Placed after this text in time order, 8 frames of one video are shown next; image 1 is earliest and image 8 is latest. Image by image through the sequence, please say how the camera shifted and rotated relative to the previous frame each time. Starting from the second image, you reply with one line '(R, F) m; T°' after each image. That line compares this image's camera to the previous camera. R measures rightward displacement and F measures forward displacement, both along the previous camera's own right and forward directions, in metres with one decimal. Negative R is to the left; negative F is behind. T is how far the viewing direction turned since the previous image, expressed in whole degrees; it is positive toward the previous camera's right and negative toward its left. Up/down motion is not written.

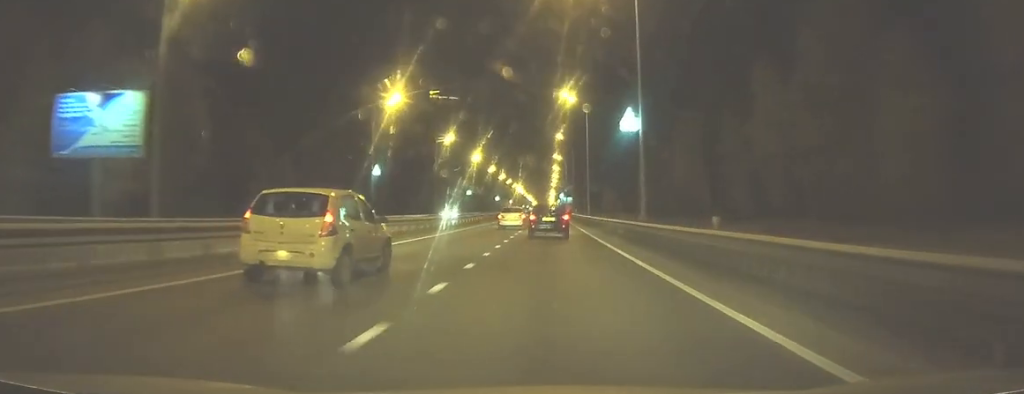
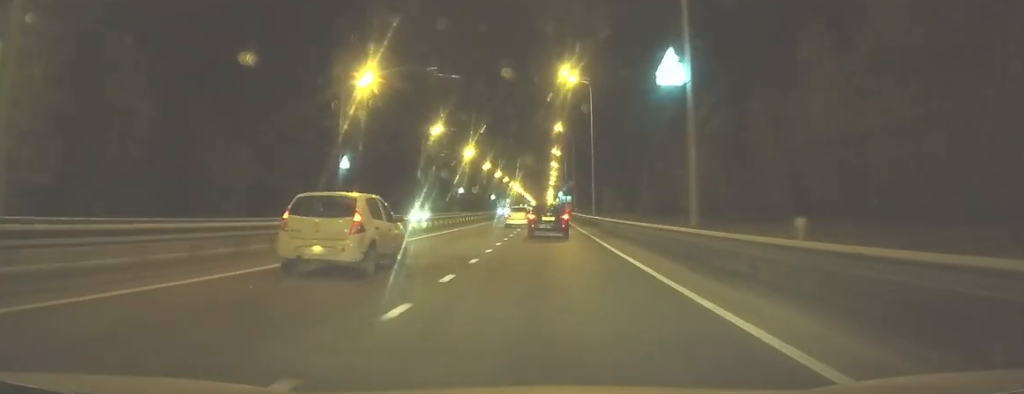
(0.0, +10.3) m; 0°
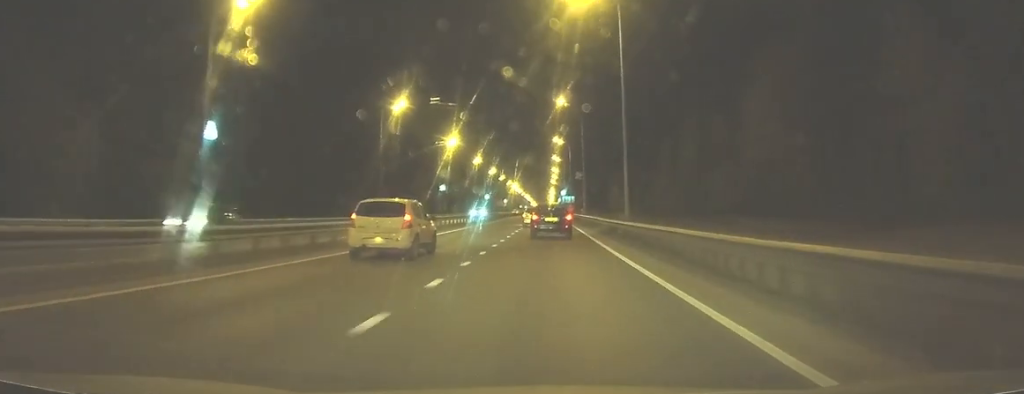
(0.0, +24.8) m; 0°
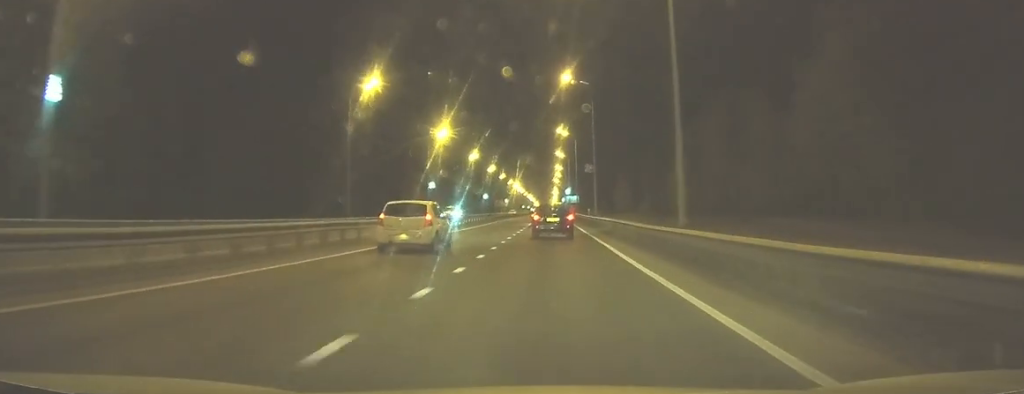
(0.0, +13.3) m; 0°
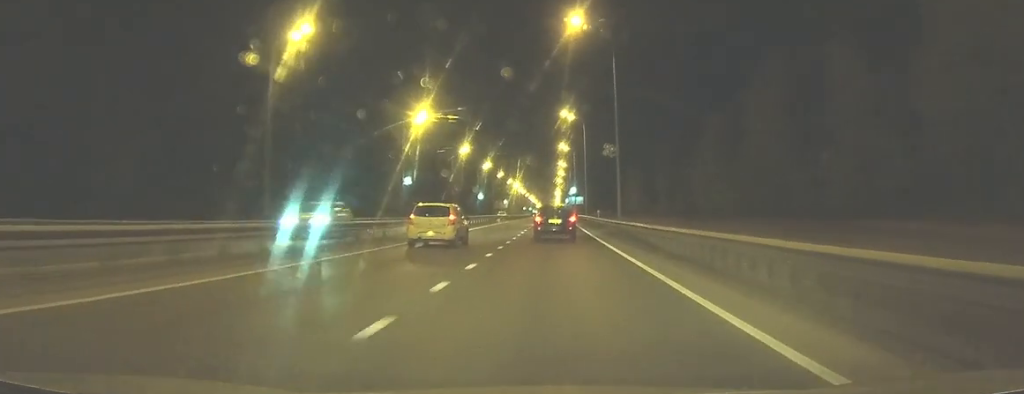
(-0.1, +18.9) m; 0°
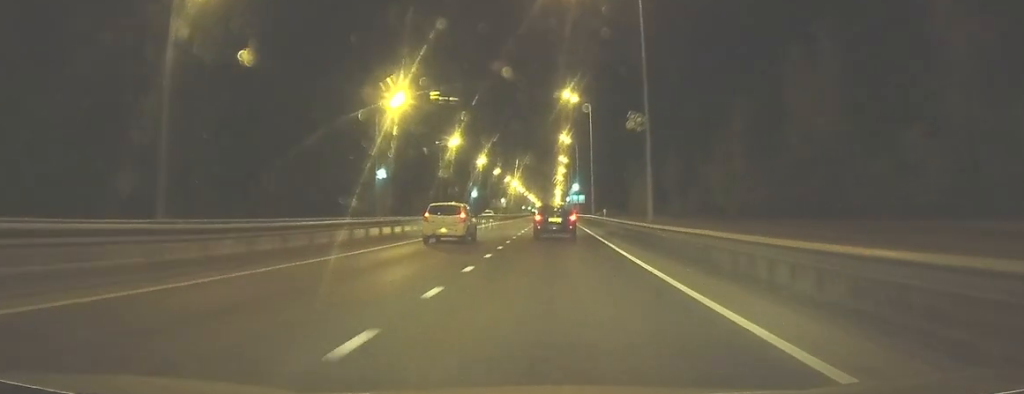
(0.0, +12.9) m; 0°
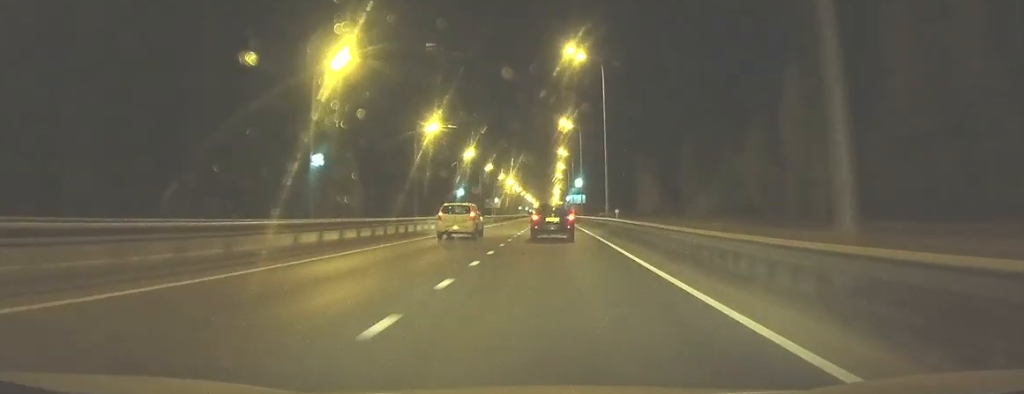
(0.0, +19.1) m; 0°
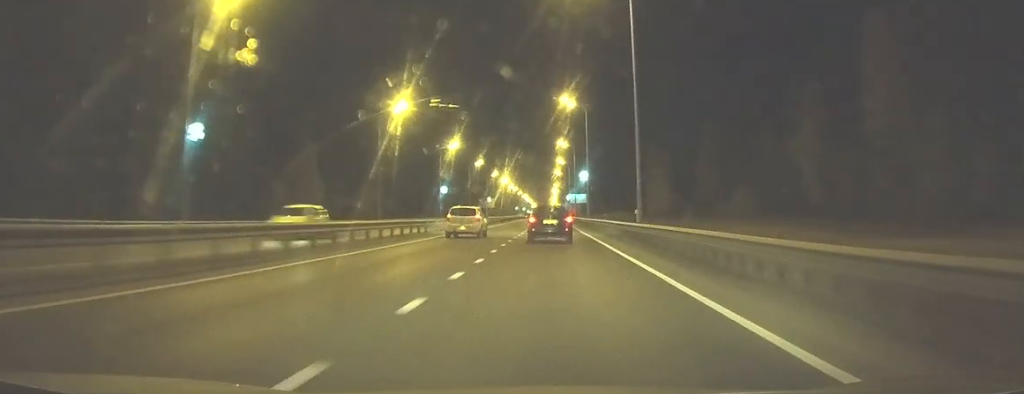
(+0.1, +18.6) m; 0°
